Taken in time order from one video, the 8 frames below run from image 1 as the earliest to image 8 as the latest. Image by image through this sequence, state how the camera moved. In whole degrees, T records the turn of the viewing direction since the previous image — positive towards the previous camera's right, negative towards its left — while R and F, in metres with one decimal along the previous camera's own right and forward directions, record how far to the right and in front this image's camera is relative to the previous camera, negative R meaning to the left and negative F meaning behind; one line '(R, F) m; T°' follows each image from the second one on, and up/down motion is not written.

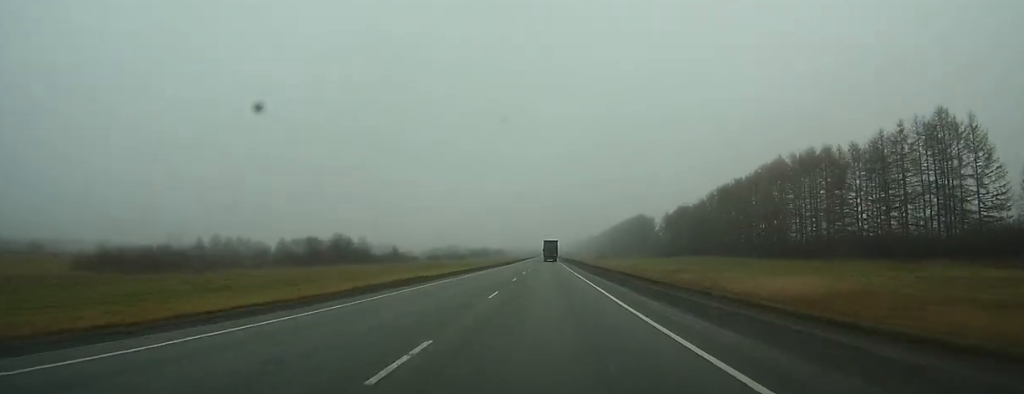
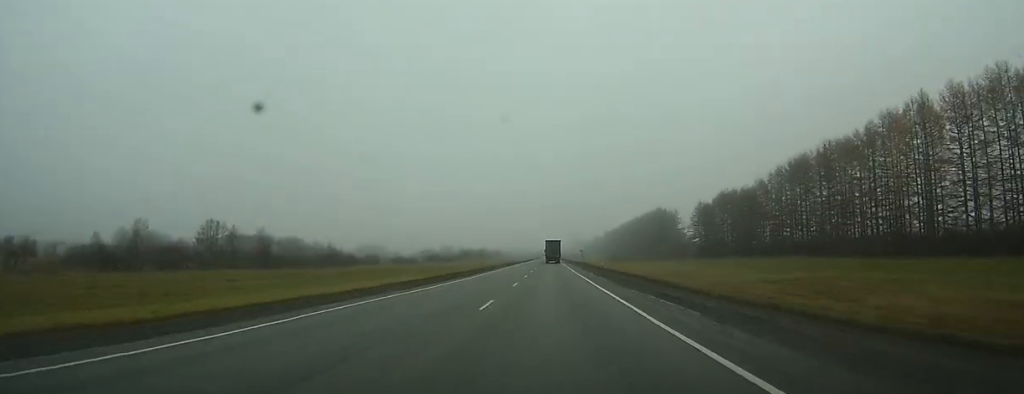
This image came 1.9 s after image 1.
(+0.2, +53.4) m; 0°
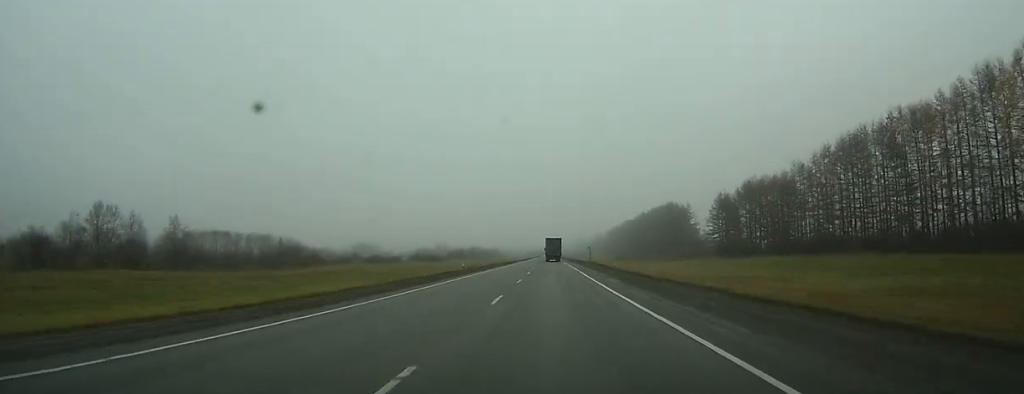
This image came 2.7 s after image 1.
(0.0, +23.1) m; 0°
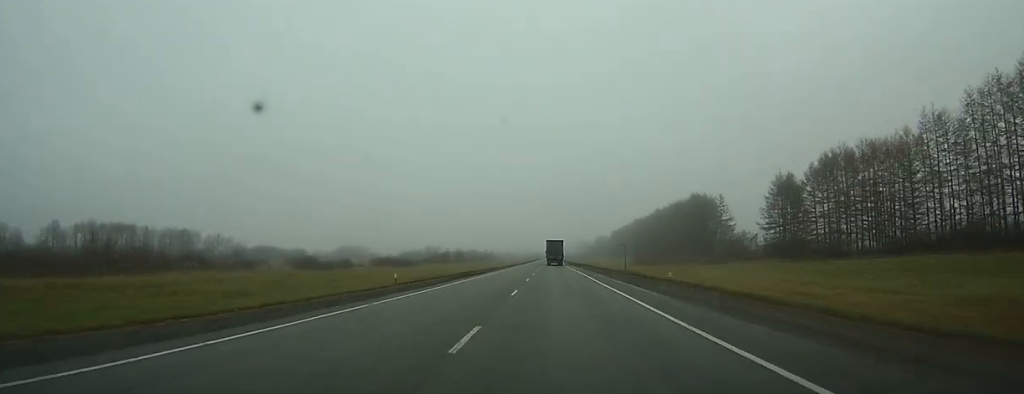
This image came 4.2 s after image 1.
(-0.1, +44.6) m; 0°
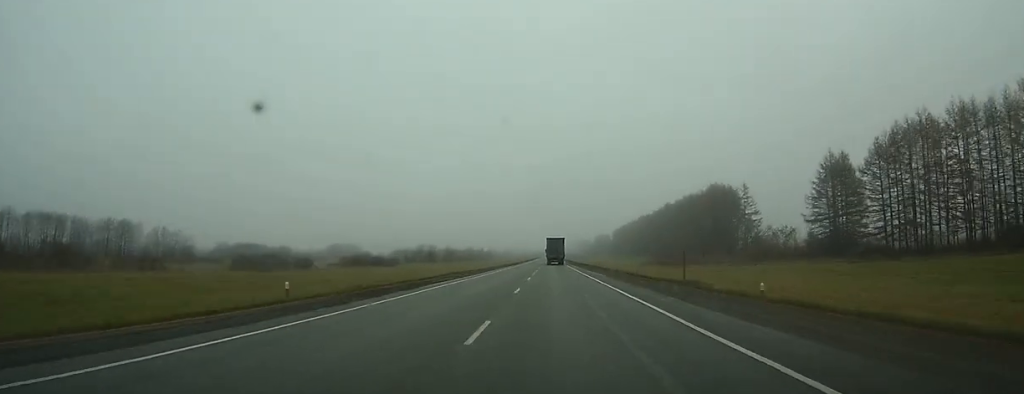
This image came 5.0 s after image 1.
(0.0, +23.7) m; 0°
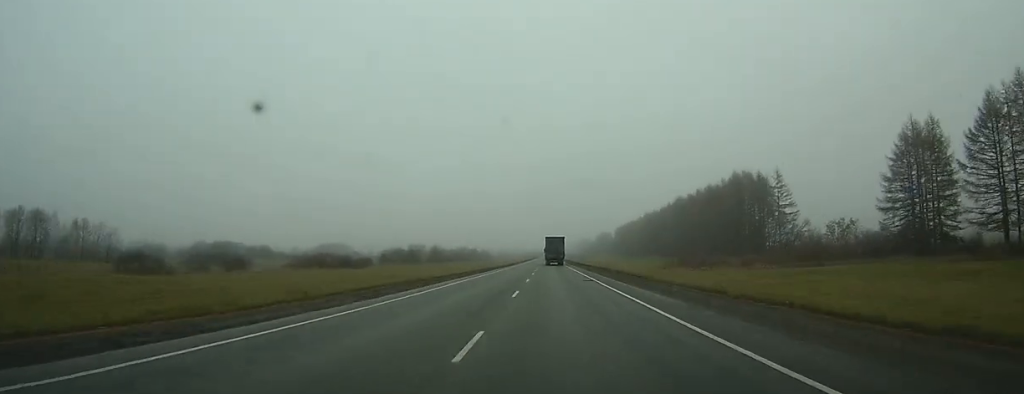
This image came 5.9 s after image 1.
(0.0, +25.7) m; 0°
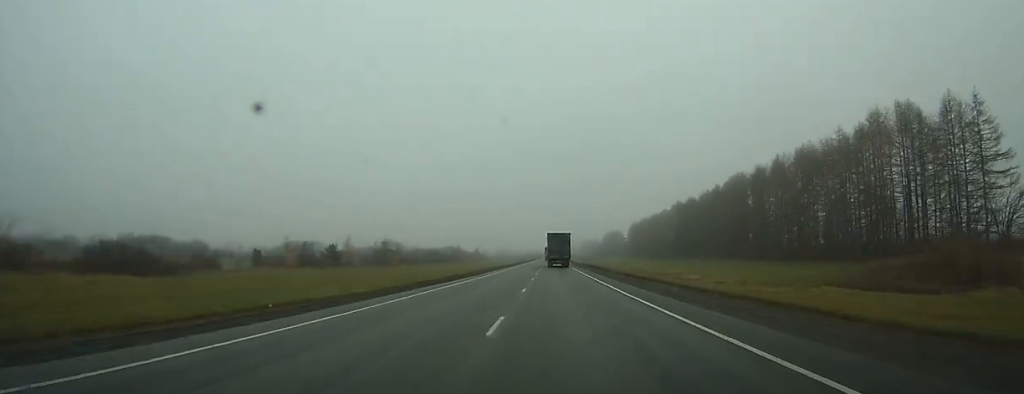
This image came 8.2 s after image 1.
(0.0, +70.1) m; 0°
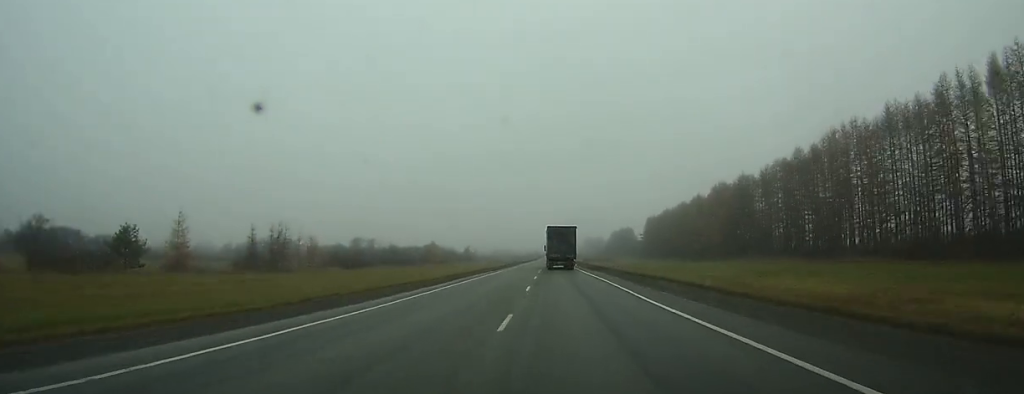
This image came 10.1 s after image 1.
(0.0, +58.5) m; 0°
